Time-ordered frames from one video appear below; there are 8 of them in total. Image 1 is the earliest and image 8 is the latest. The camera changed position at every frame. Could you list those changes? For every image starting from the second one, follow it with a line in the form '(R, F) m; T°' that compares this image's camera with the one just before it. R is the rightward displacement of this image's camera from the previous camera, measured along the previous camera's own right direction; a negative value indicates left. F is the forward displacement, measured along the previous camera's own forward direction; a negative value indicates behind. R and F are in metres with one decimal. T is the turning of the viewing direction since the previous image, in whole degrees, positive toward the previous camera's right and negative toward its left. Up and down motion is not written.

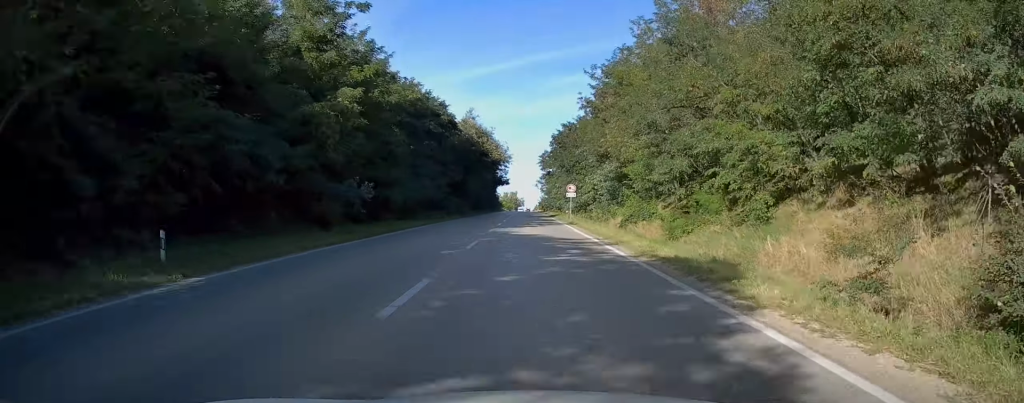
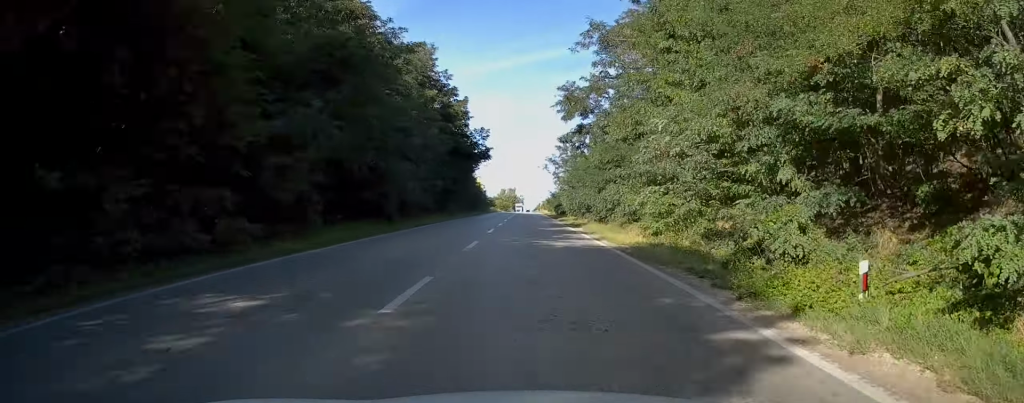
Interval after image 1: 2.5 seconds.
(0.0, +53.9) m; 0°
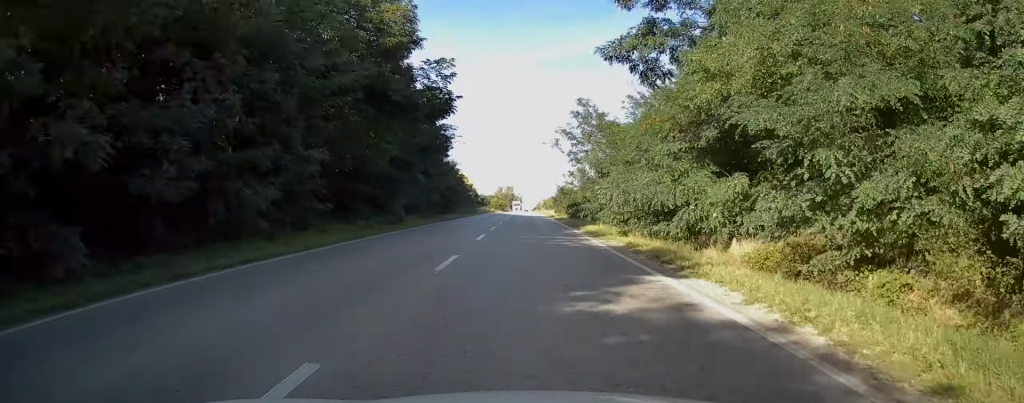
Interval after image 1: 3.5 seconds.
(0.0, +23.3) m; 0°
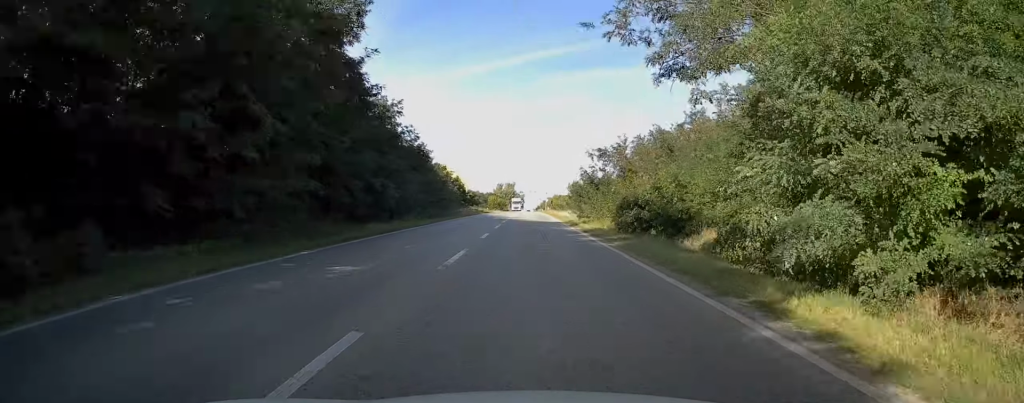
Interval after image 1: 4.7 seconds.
(+0.1, +26.1) m; +1°
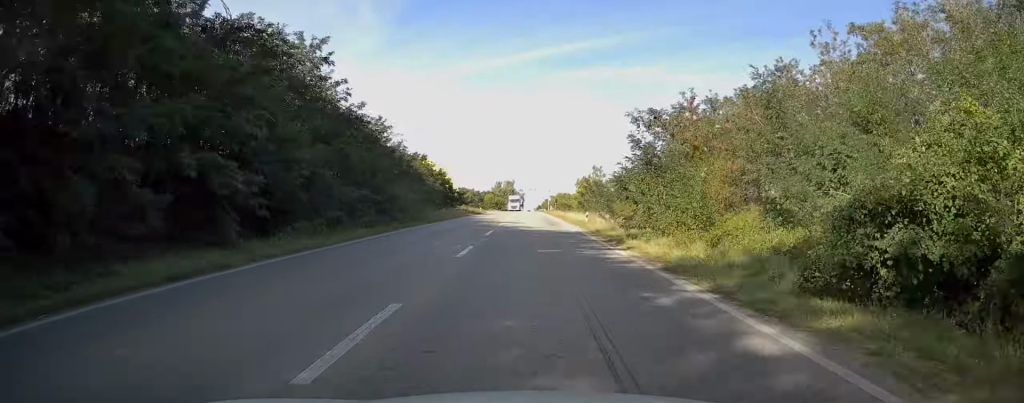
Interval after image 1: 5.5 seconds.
(+0.1, +16.5) m; 0°
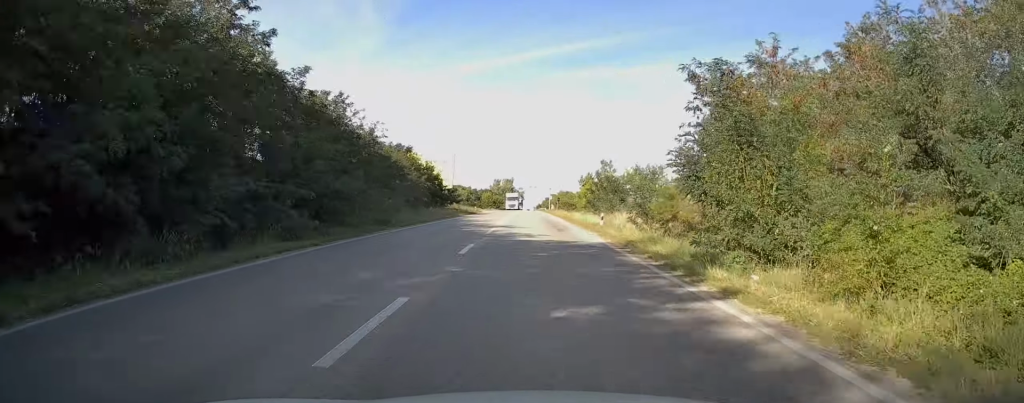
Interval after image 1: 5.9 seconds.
(0.0, +8.6) m; 0°
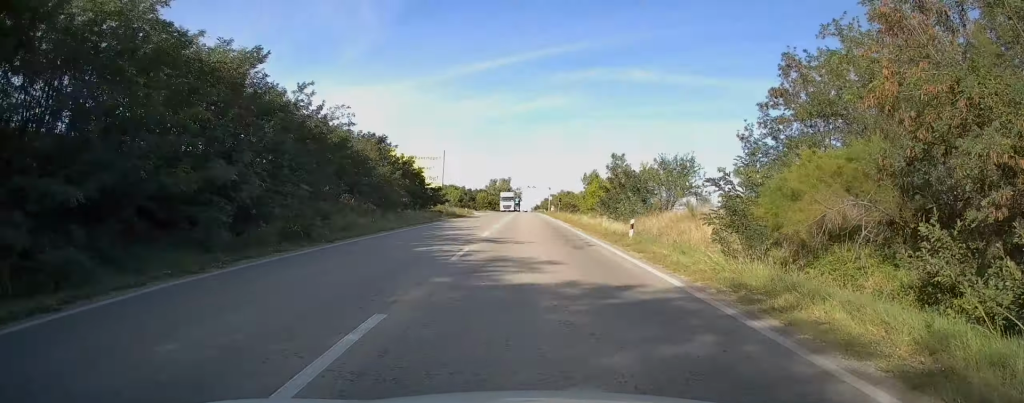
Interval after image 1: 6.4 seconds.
(-0.2, +10.0) m; 0°
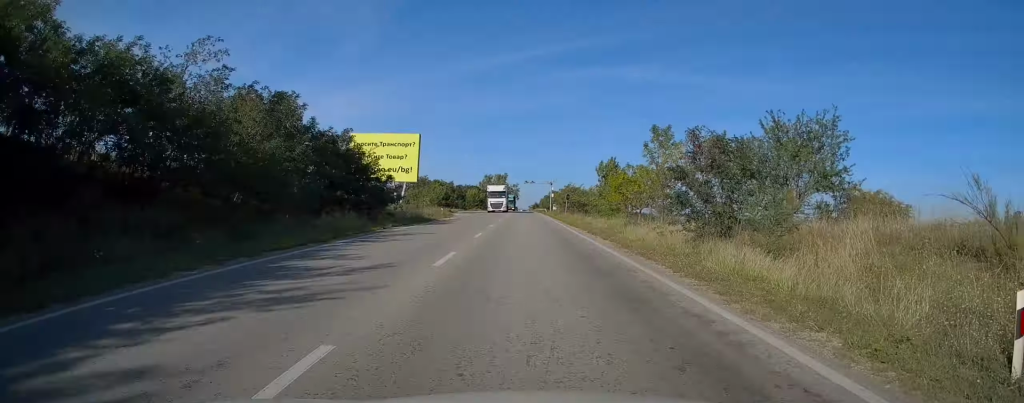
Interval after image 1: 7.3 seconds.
(+0.1, +19.4) m; 0°
